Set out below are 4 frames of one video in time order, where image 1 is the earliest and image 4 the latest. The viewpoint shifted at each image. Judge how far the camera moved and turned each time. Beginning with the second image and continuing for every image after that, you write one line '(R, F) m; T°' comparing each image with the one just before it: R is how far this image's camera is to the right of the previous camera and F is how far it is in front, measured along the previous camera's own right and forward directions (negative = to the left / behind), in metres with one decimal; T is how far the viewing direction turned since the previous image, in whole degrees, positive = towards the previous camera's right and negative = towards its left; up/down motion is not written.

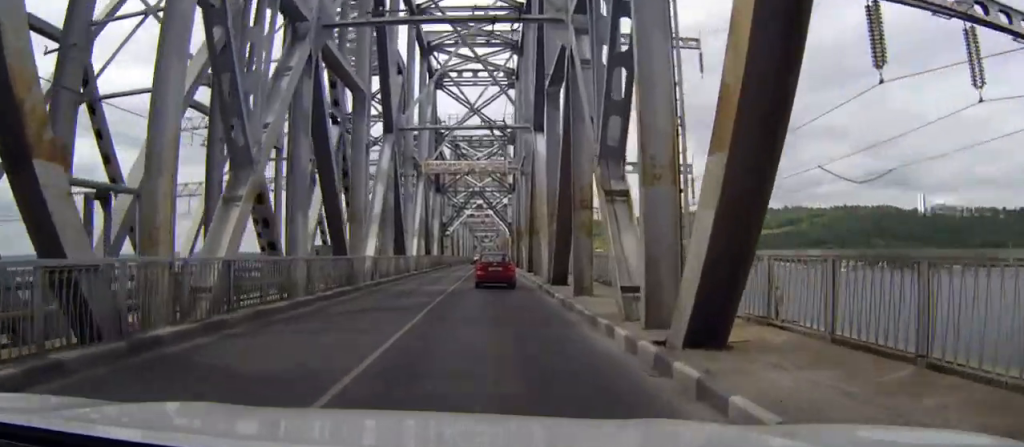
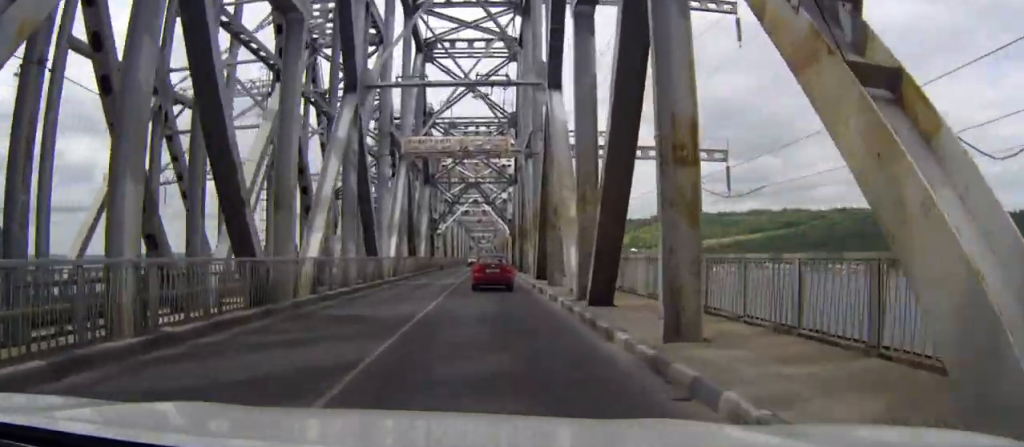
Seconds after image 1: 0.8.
(0.0, +11.6) m; 0°
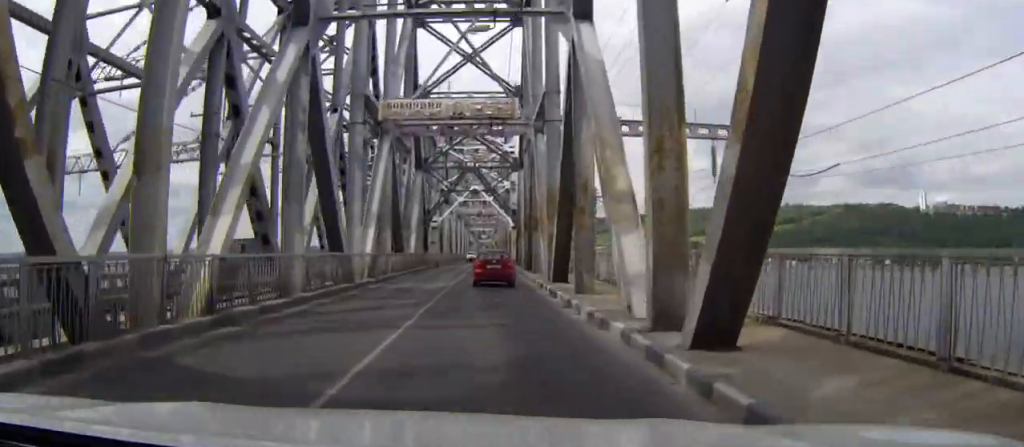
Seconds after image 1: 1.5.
(0.0, +9.3) m; 0°
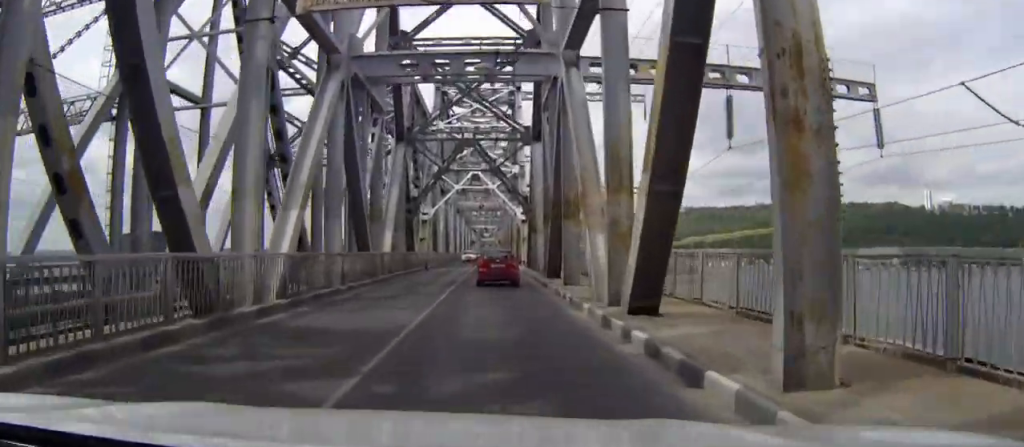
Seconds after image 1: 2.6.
(0.0, +15.7) m; 0°
